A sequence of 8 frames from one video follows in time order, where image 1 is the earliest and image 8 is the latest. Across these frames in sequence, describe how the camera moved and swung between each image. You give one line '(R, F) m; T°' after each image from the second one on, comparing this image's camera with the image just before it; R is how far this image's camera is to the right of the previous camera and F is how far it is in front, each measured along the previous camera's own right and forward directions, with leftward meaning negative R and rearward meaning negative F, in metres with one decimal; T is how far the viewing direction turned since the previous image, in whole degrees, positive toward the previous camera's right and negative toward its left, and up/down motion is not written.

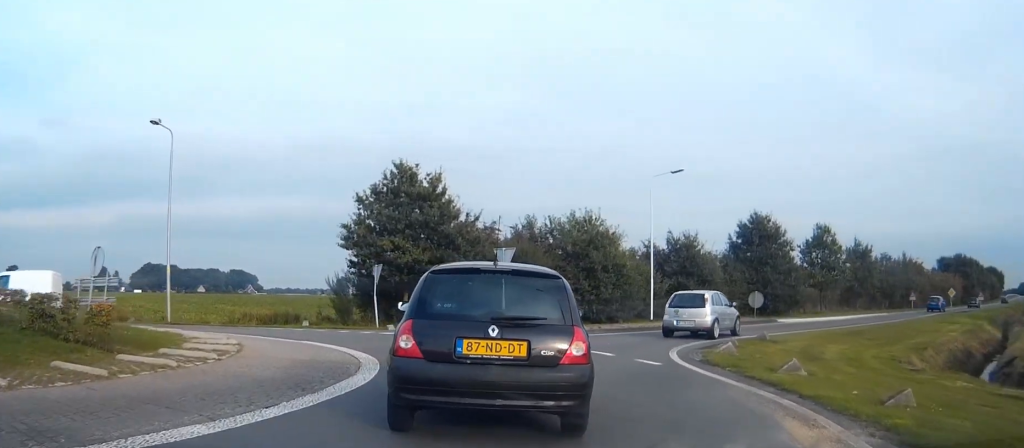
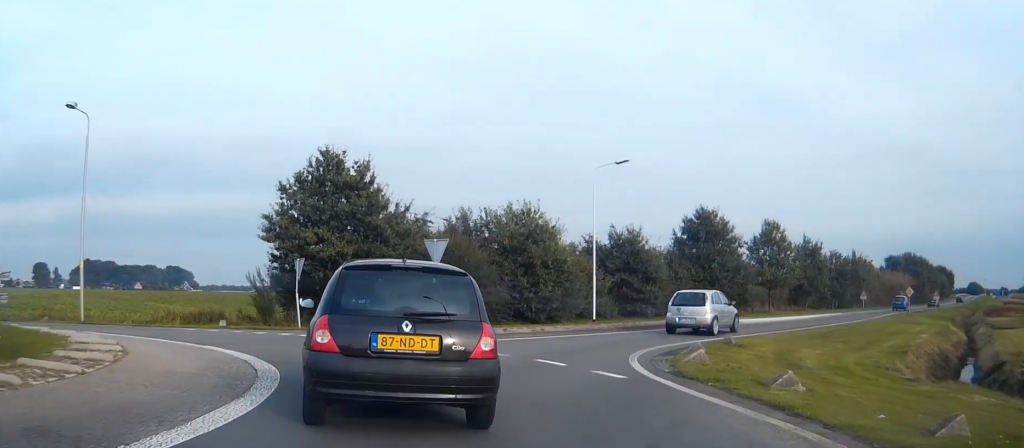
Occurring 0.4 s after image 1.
(+0.1, +2.4) m; +2°
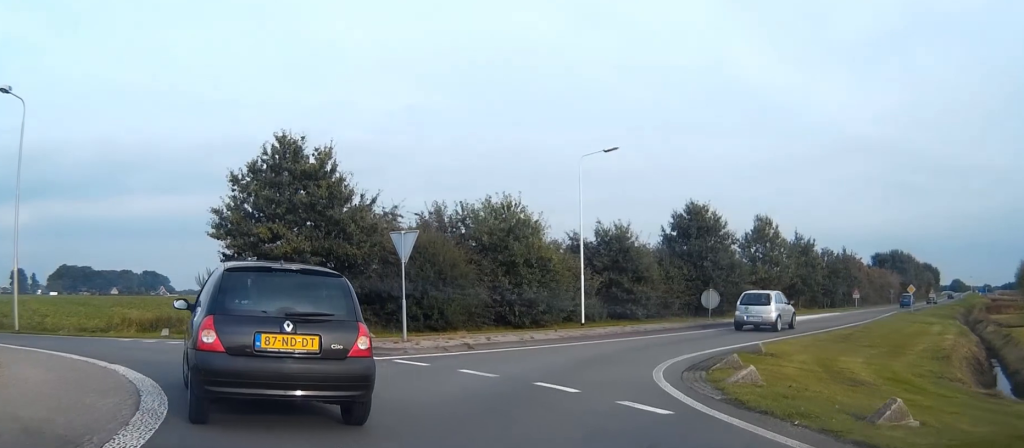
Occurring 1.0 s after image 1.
(0.0, +3.7) m; 0°
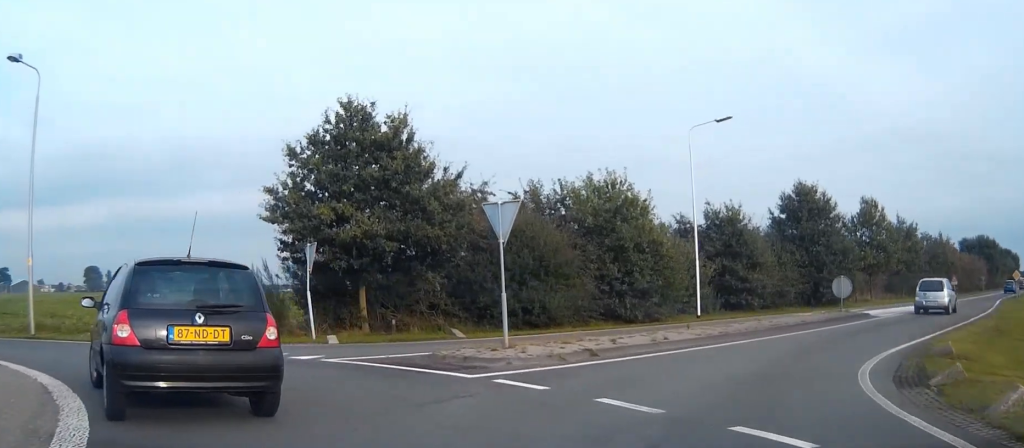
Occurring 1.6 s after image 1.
(0.0, +4.3) m; -2°
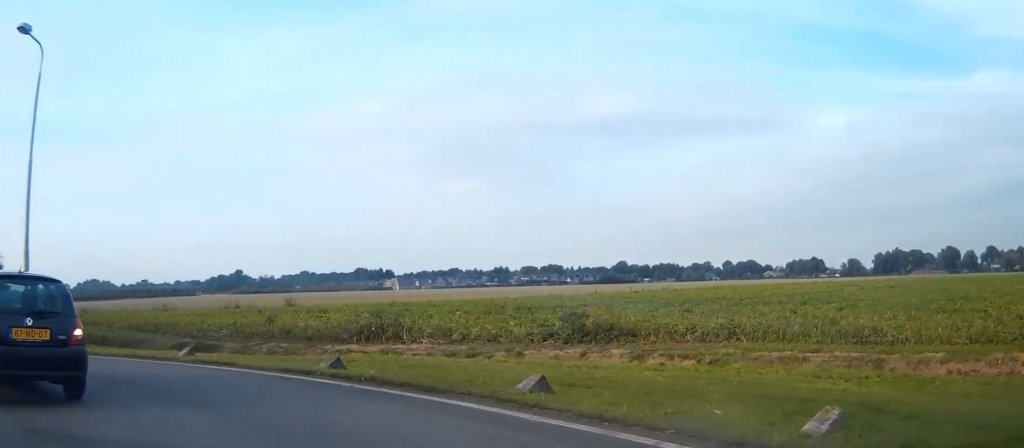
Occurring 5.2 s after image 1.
(-13.2, +18.0) m; -89°
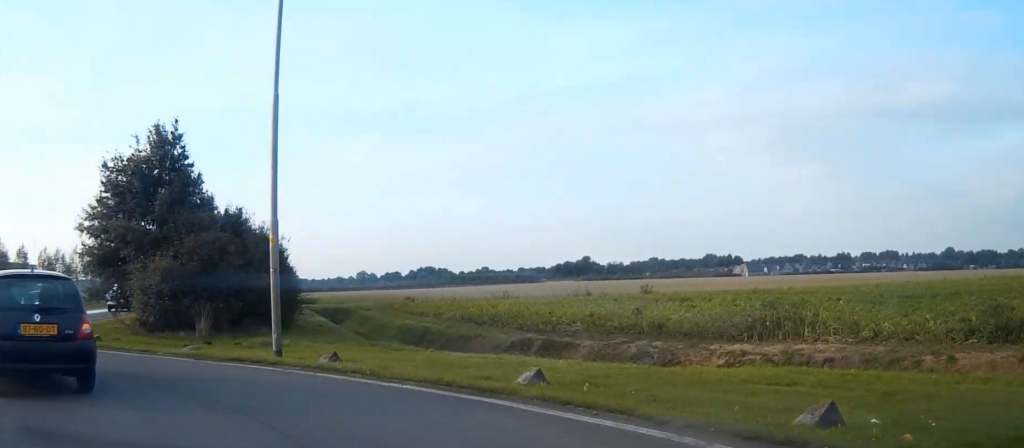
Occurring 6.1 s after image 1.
(-1.6, +5.9) m; -26°
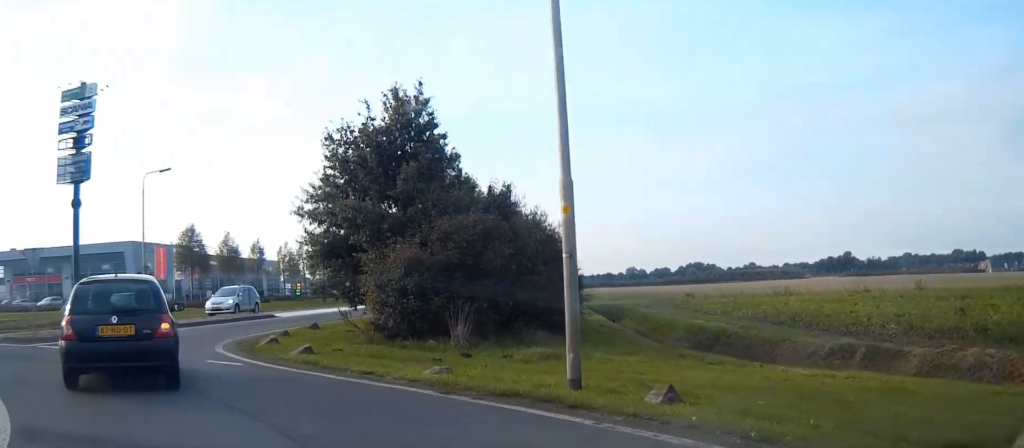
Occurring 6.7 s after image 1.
(-0.8, +4.6) m; -17°
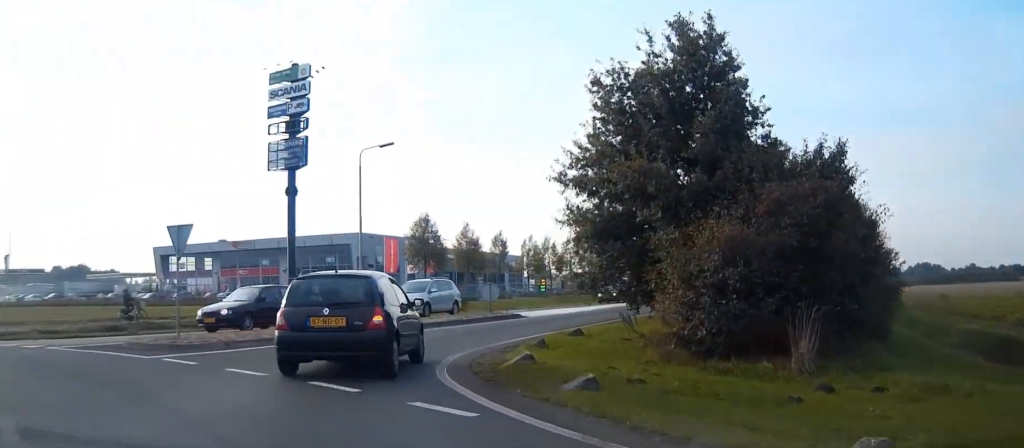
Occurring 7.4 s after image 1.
(-1.0, +5.6) m; -15°
